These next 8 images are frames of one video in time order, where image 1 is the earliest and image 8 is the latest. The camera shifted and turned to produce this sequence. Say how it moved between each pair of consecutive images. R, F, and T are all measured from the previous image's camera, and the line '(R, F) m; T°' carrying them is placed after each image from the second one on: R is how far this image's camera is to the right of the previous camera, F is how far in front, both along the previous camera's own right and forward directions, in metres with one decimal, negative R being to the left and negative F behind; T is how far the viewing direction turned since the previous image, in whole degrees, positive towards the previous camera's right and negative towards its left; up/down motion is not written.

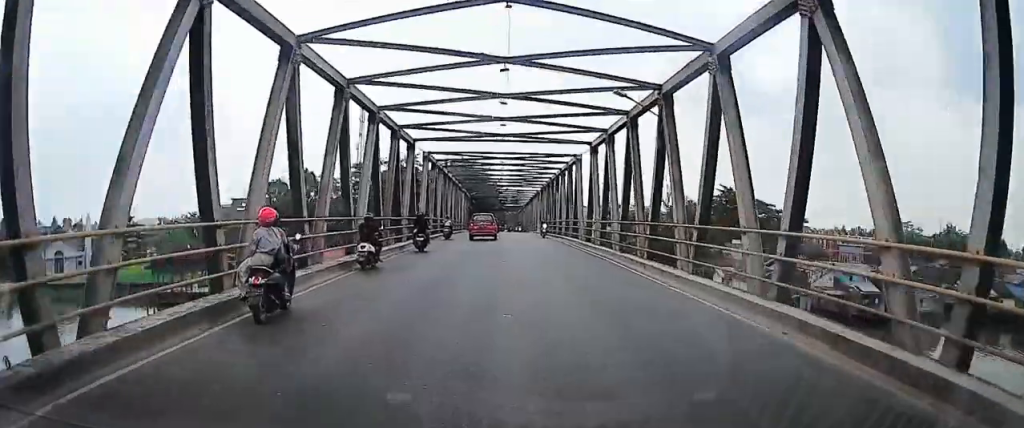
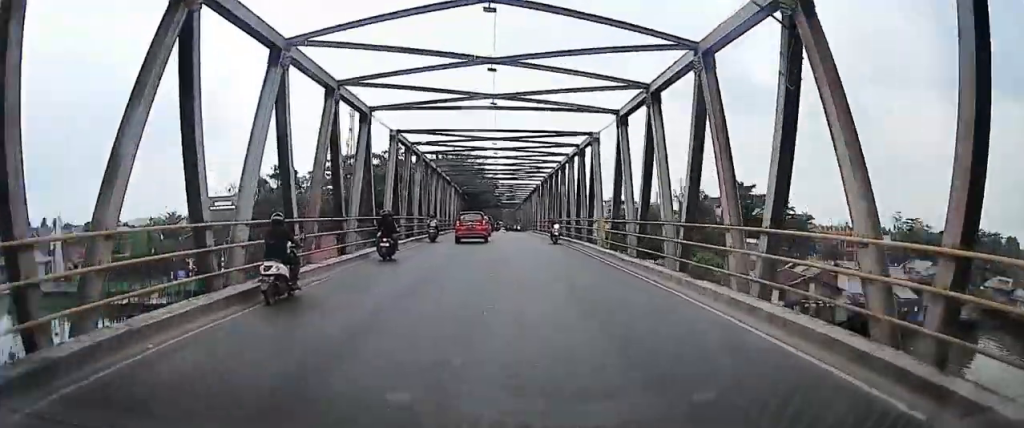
(+0.1, +9.1) m; 0°
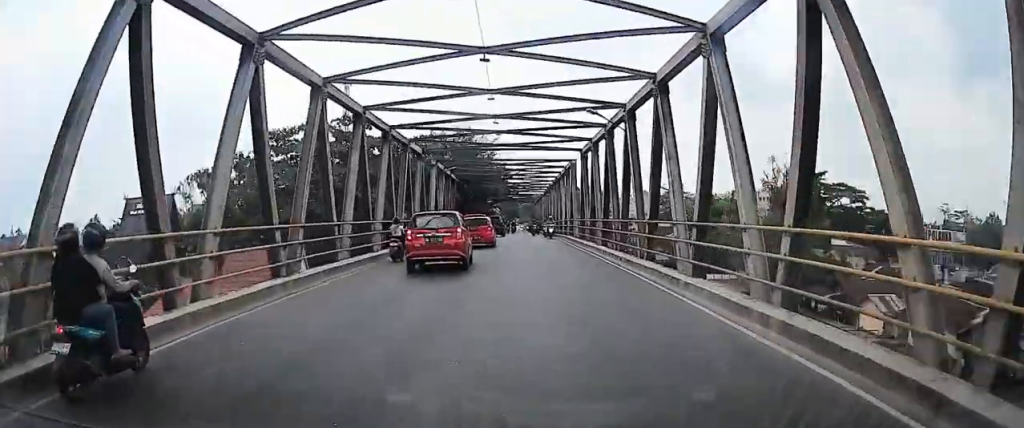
(+0.5, +28.4) m; +3°
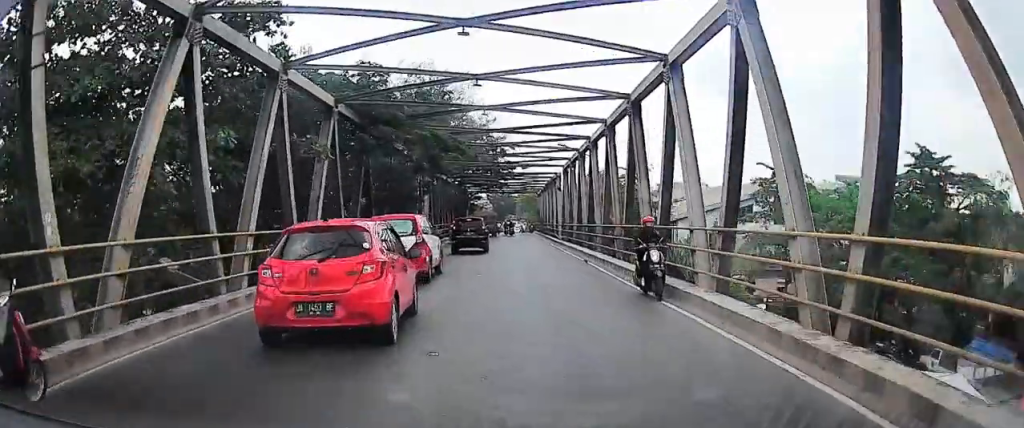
(-0.4, +42.6) m; -1°
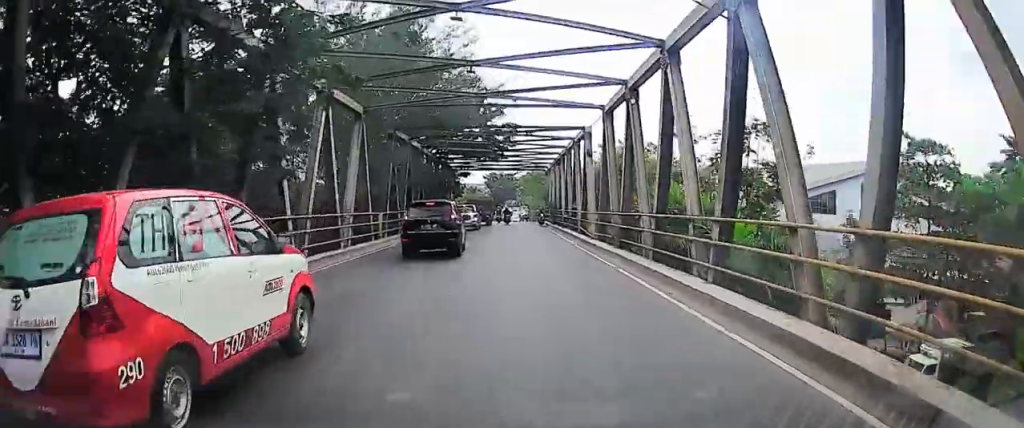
(0.0, +21.0) m; 0°
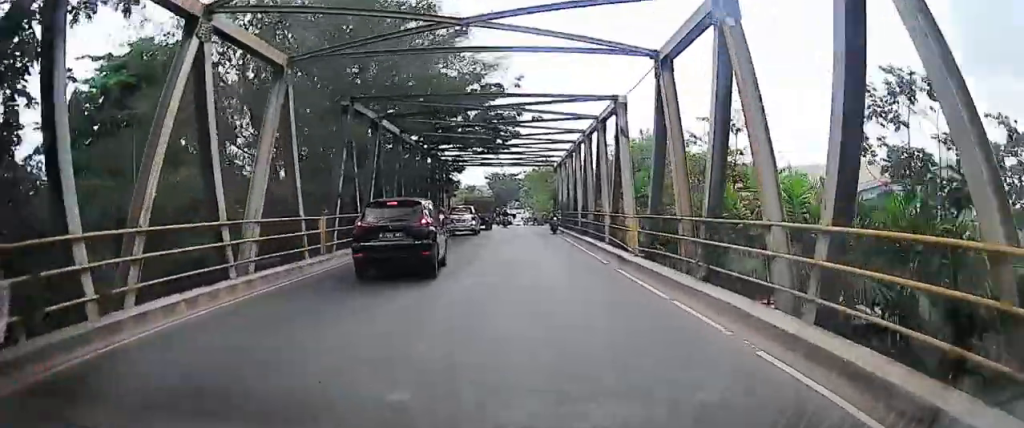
(0.0, +8.9) m; 0°
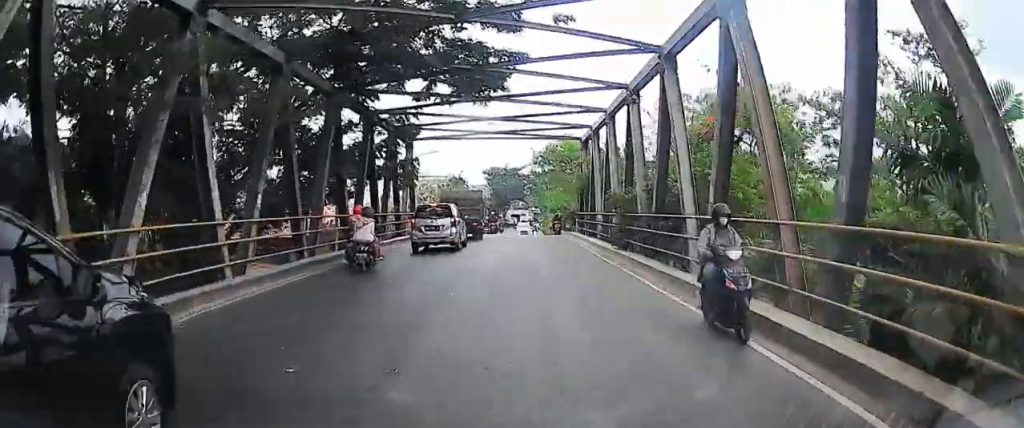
(+0.1, +23.0) m; 0°
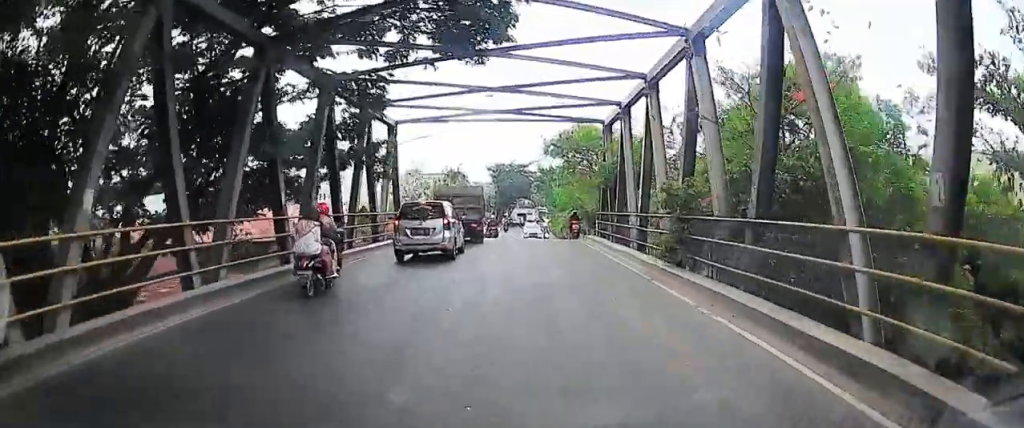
(0.0, +7.4) m; -1°
